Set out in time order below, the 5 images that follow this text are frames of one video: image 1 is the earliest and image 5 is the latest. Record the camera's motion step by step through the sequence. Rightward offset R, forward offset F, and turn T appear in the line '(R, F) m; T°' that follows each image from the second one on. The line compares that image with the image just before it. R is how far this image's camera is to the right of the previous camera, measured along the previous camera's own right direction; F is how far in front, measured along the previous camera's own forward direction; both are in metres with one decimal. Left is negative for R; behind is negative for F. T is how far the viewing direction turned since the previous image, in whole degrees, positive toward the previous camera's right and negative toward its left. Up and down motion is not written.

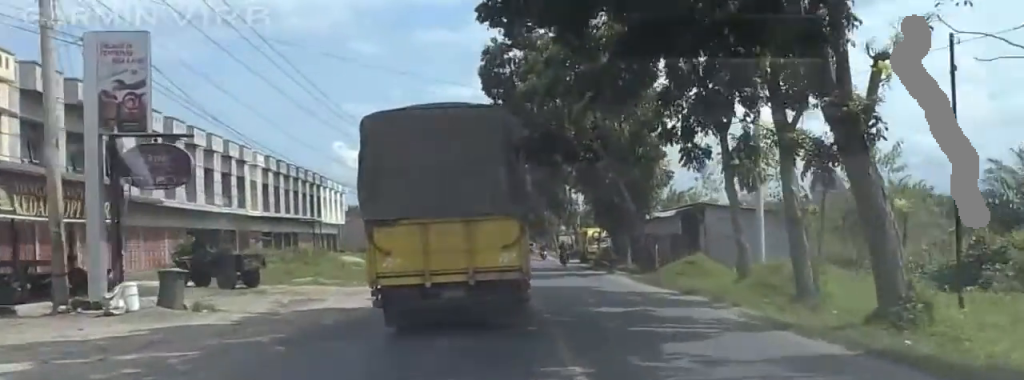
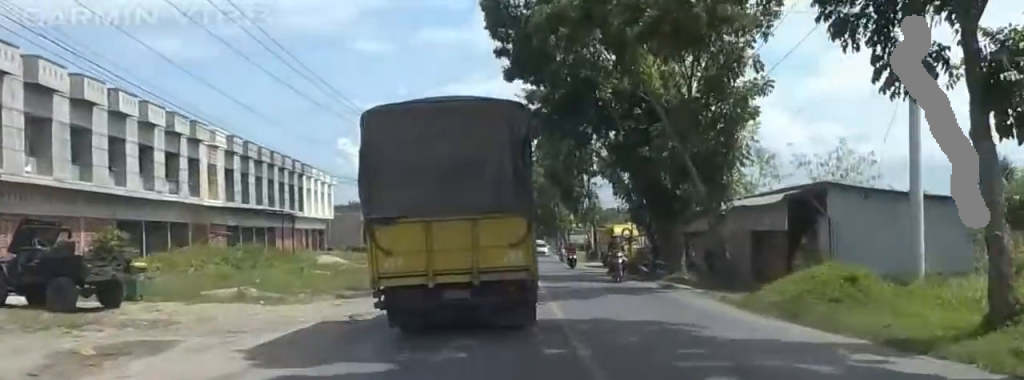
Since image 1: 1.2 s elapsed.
(+0.3, +10.8) m; +4°
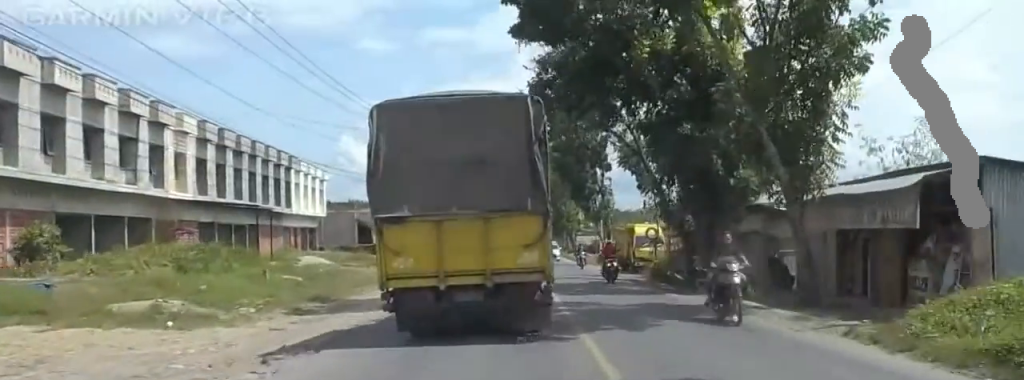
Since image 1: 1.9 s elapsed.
(+0.2, +6.1) m; 0°
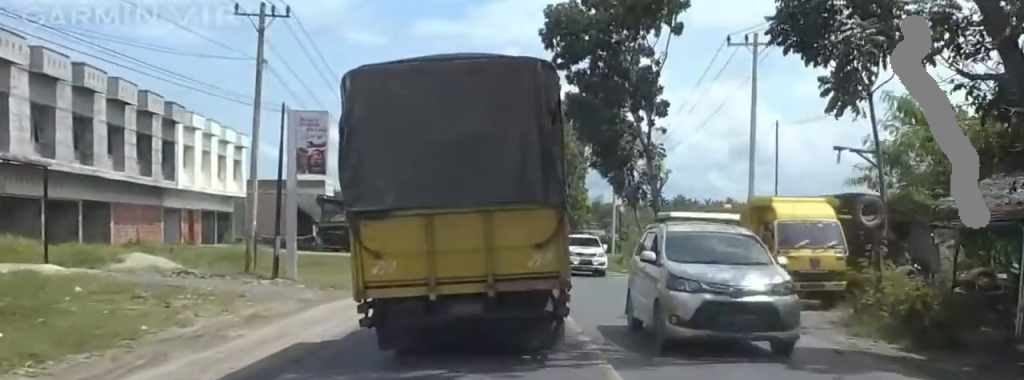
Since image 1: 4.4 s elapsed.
(-0.9, +22.3) m; -3°
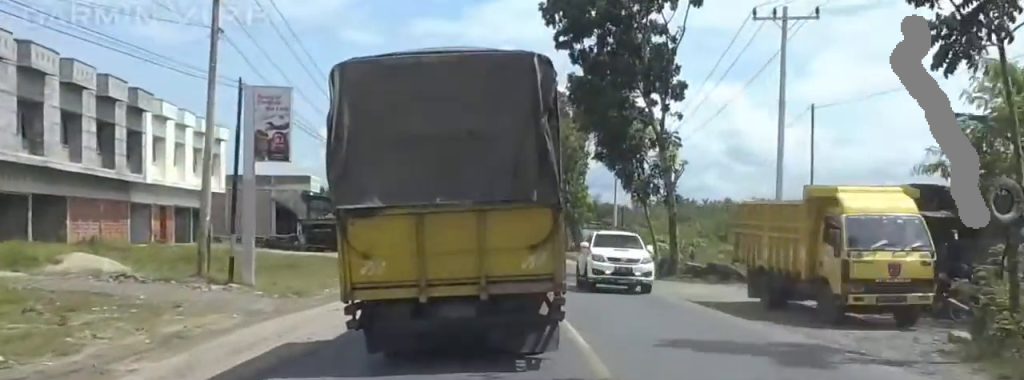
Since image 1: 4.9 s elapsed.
(-0.2, +3.8) m; 0°
